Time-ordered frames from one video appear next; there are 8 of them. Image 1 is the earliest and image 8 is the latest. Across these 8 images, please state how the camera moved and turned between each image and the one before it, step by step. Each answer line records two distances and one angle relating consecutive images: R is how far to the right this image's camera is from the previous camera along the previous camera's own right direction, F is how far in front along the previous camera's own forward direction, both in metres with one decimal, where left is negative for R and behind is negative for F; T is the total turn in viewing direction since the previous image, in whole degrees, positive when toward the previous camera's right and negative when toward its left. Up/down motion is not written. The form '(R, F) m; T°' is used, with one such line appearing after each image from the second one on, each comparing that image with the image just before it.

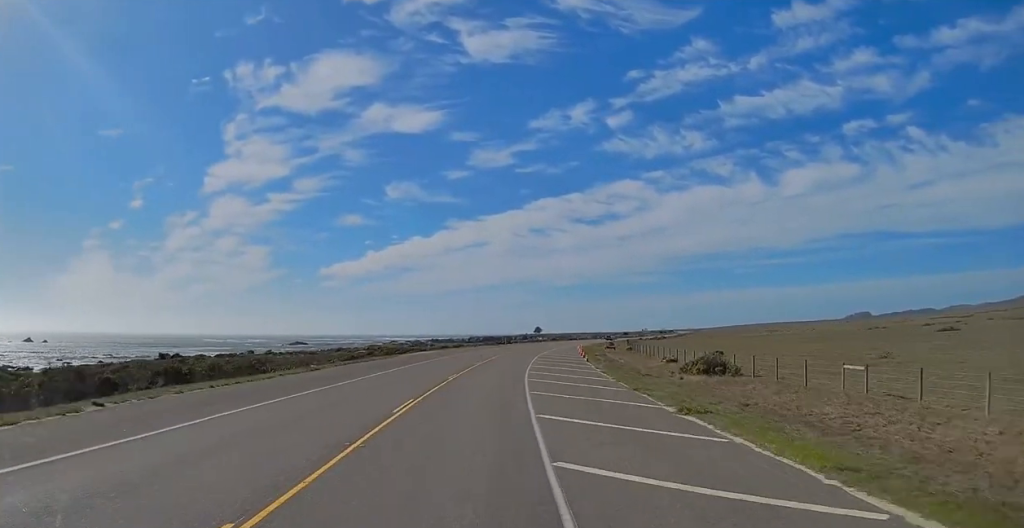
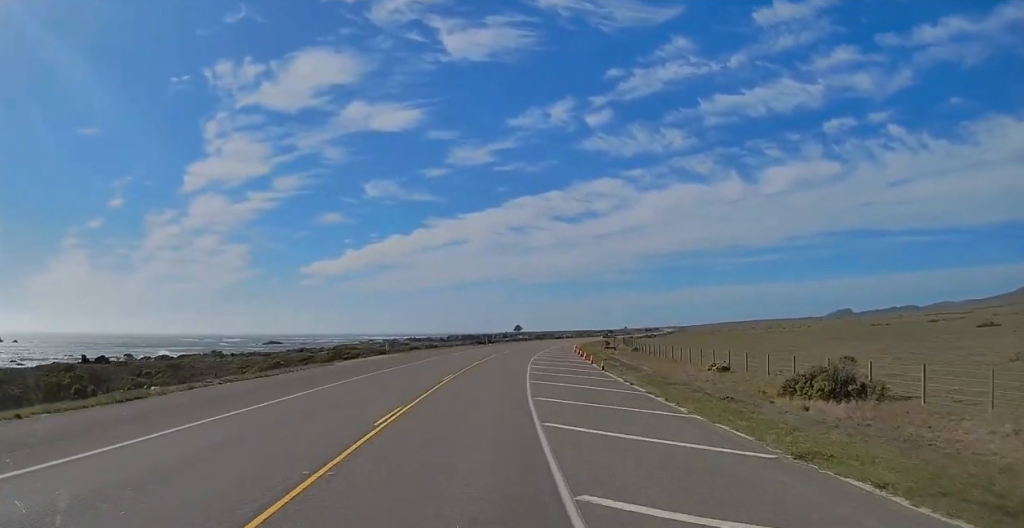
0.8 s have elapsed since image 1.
(+0.4, +18.3) m; +2°
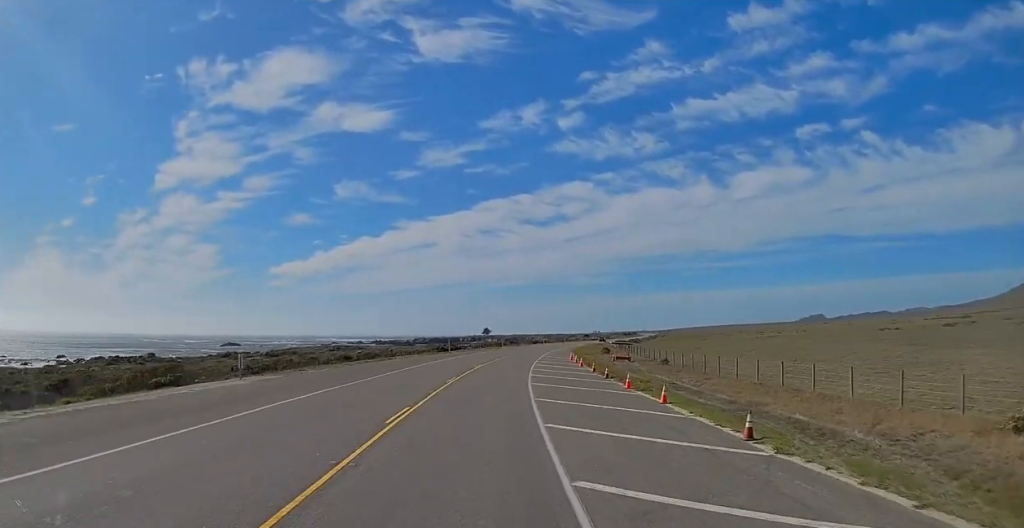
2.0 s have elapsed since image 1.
(+0.7, +29.2) m; +3°
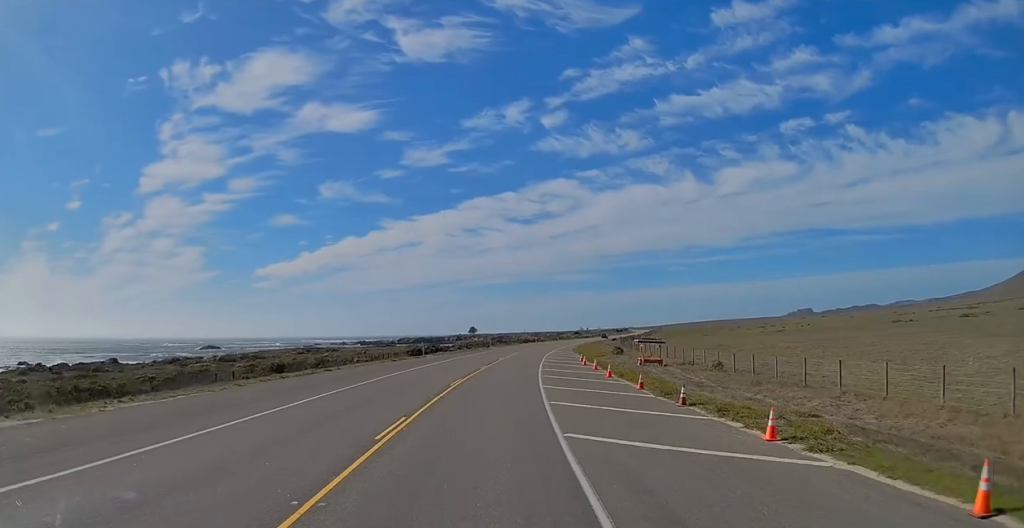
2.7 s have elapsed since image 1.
(-0.1, +16.5) m; +2°
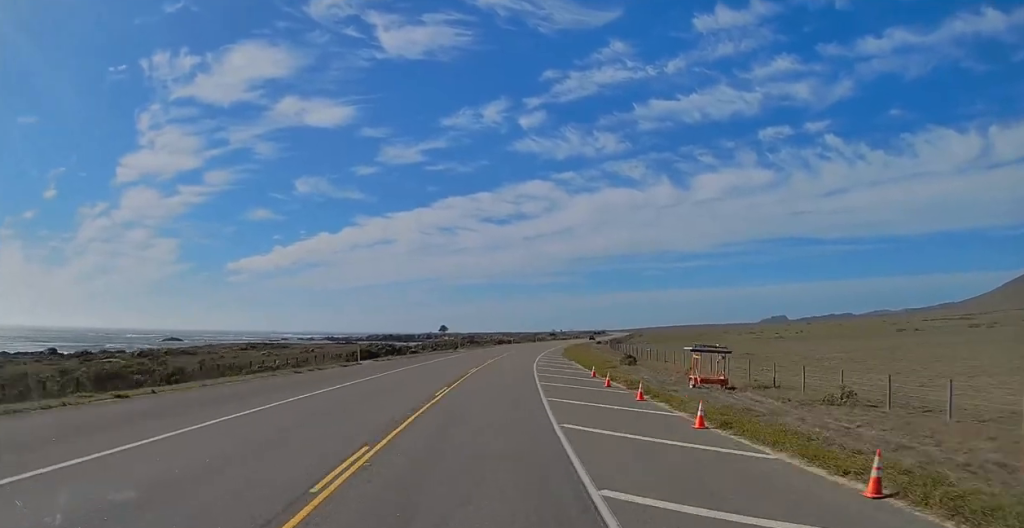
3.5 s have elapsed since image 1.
(+0.6, +19.2) m; +2°
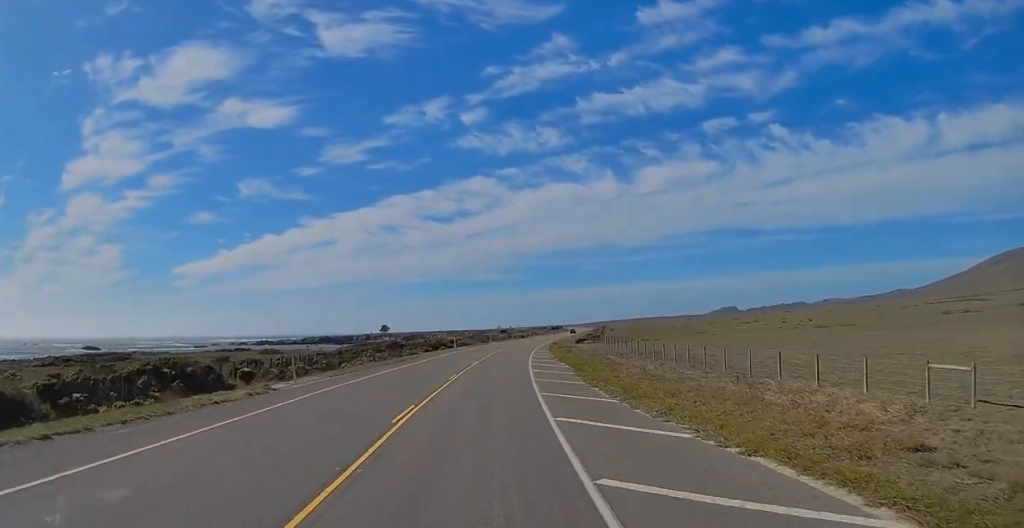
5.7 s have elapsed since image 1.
(+2.4, +51.7) m; +5°
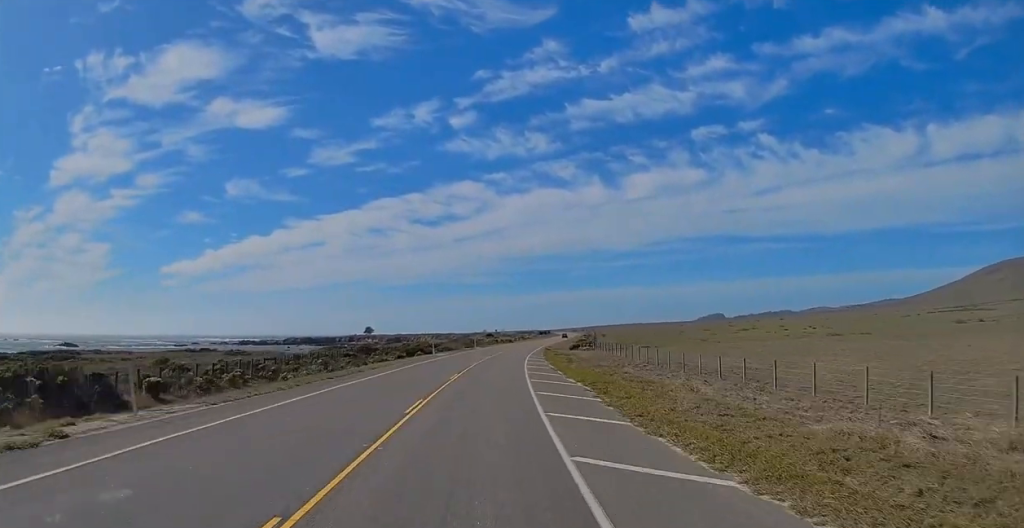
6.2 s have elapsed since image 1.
(-0.1, +12.7) m; +2°
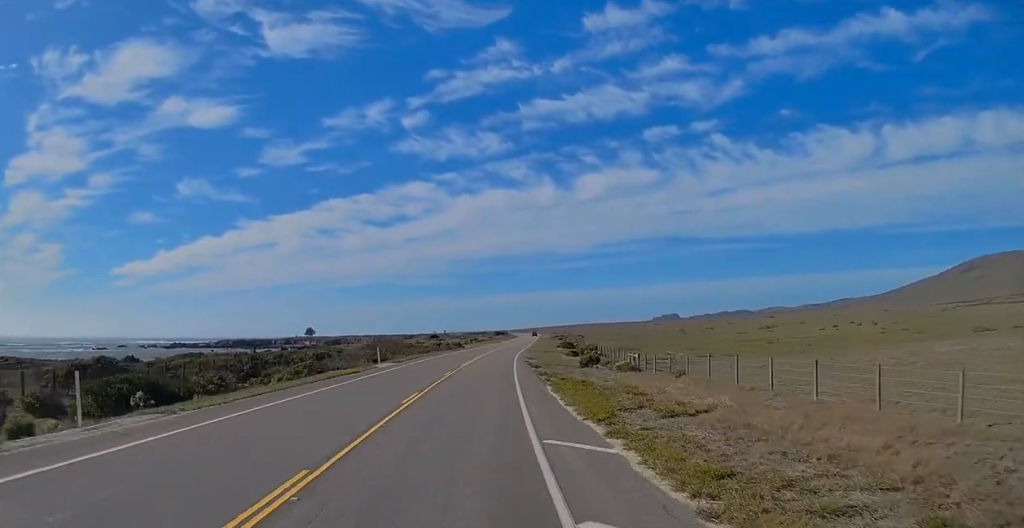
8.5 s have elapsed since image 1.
(+3.8, +55.8) m; +6°
